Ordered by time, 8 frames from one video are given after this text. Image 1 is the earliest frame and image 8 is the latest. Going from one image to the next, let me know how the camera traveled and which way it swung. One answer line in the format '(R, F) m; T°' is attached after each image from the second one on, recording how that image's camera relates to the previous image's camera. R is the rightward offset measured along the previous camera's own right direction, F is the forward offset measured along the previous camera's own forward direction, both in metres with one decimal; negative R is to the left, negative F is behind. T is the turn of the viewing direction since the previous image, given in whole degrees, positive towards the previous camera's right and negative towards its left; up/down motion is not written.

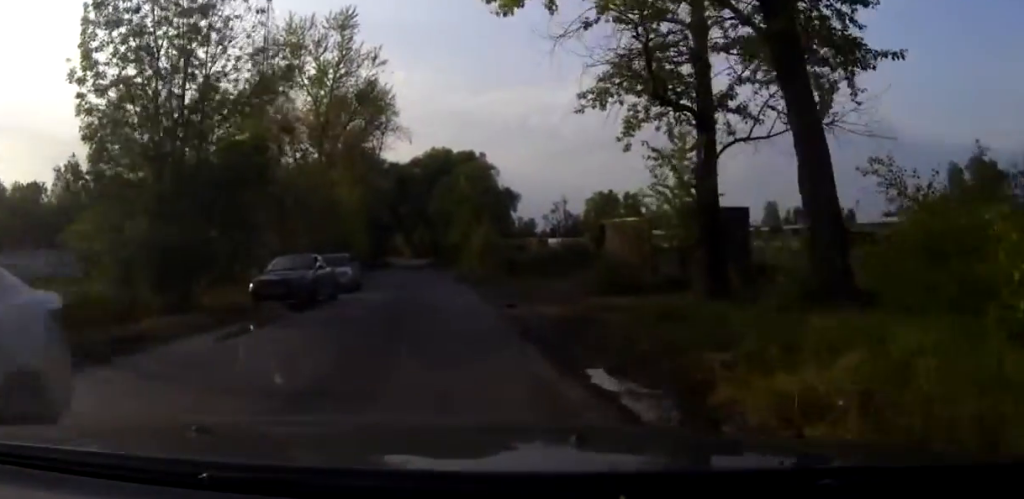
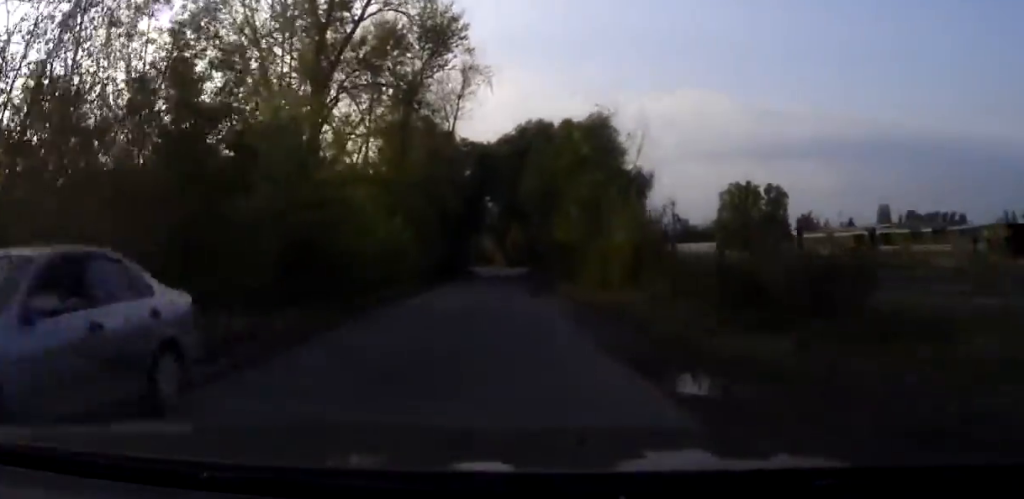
(-1.6, +22.6) m; -6°
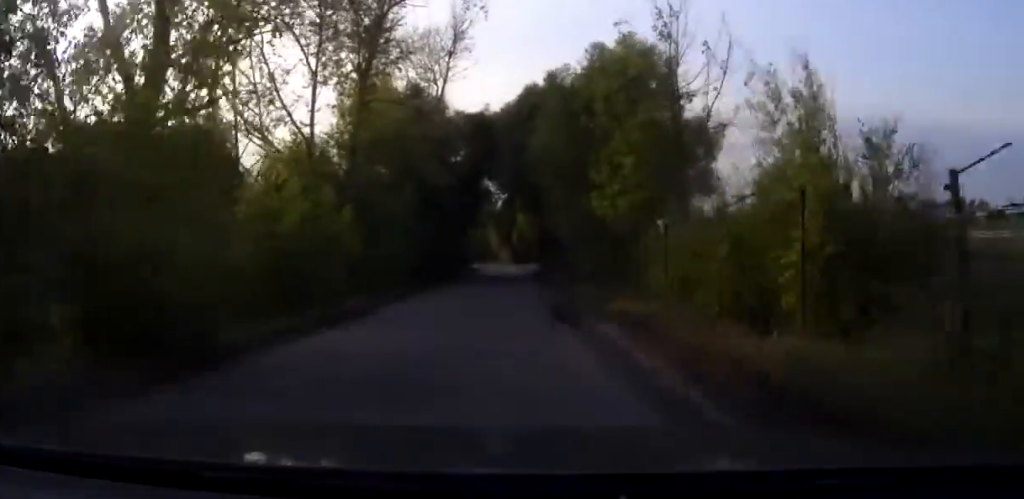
(-0.1, +12.8) m; 0°
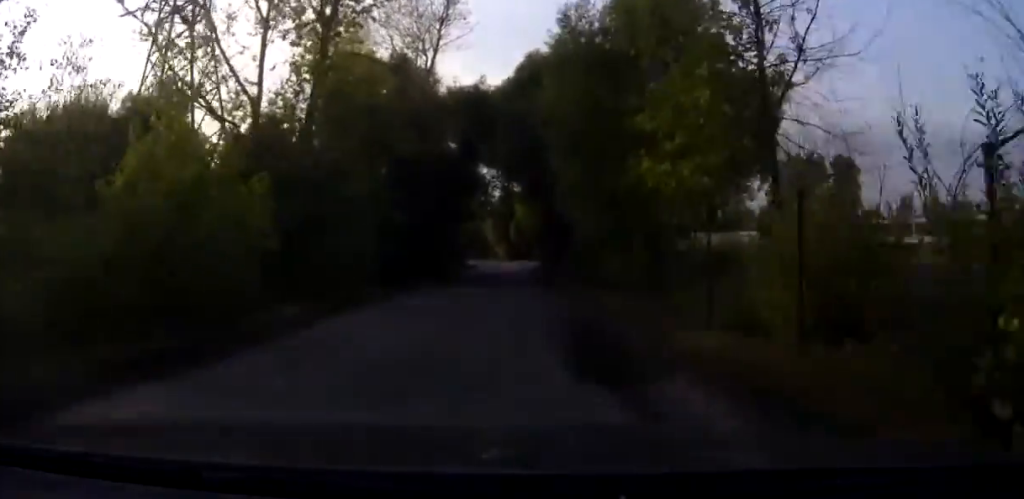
(0.0, +6.2) m; 0°
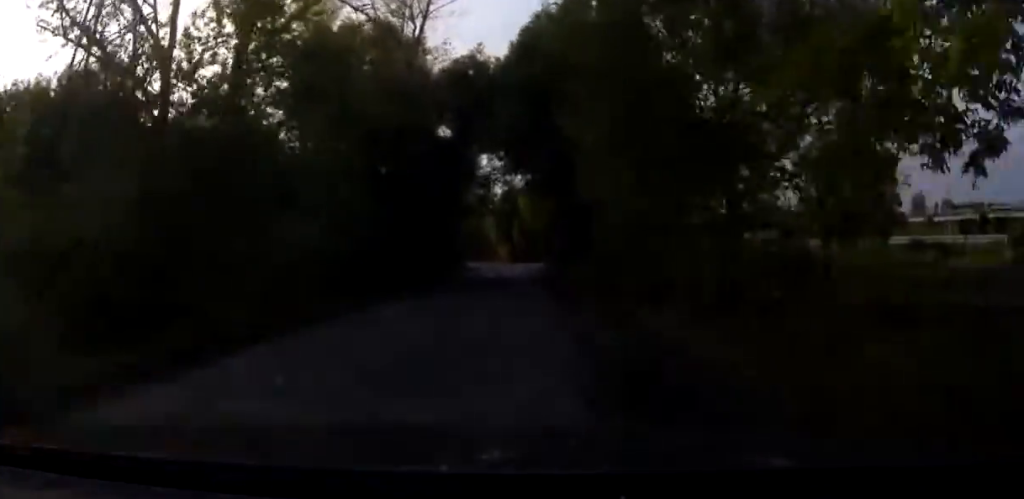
(+0.1, +7.4) m; 0°
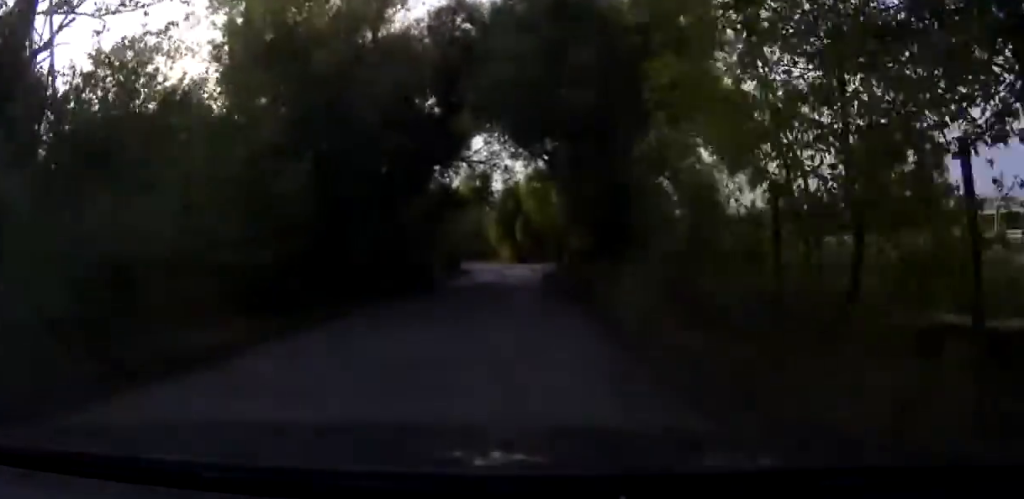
(-0.1, +8.6) m; -1°
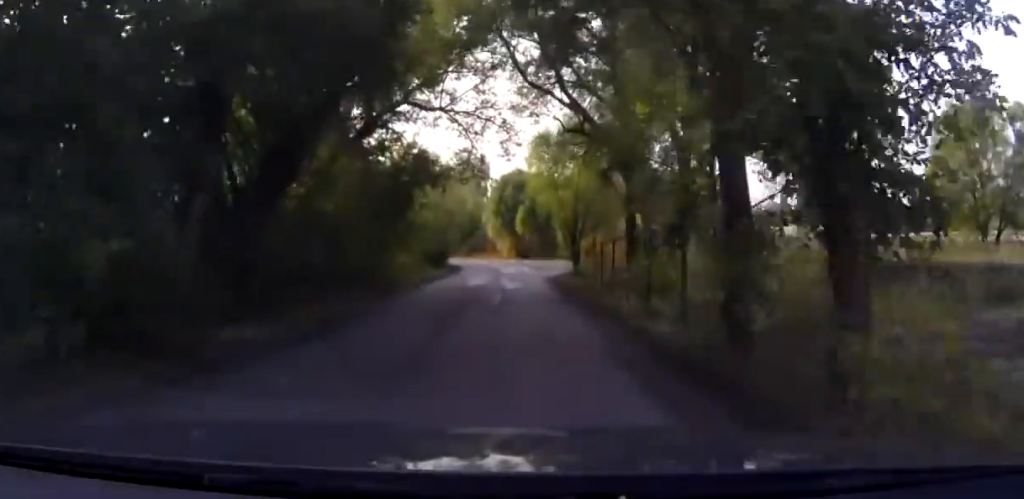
(-0.1, +13.7) m; 0°
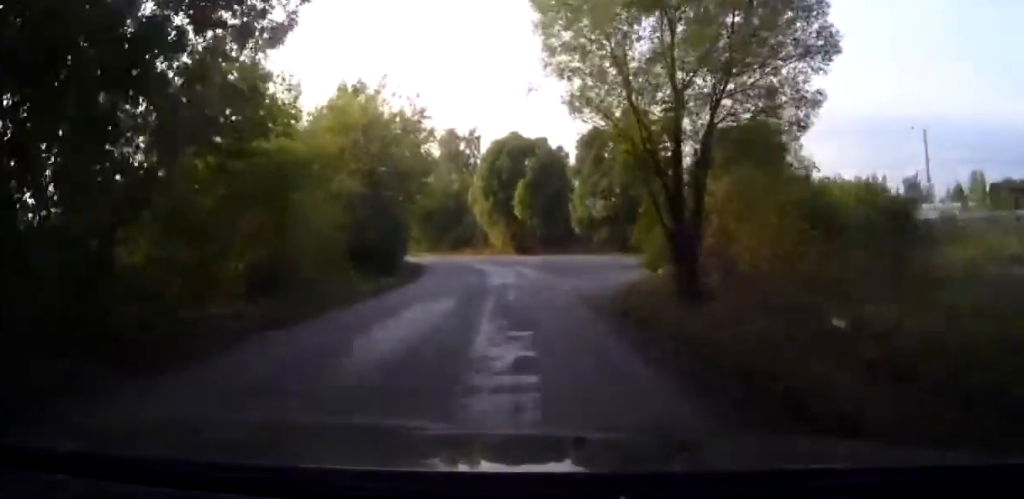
(+0.2, +24.5) m; +2°
